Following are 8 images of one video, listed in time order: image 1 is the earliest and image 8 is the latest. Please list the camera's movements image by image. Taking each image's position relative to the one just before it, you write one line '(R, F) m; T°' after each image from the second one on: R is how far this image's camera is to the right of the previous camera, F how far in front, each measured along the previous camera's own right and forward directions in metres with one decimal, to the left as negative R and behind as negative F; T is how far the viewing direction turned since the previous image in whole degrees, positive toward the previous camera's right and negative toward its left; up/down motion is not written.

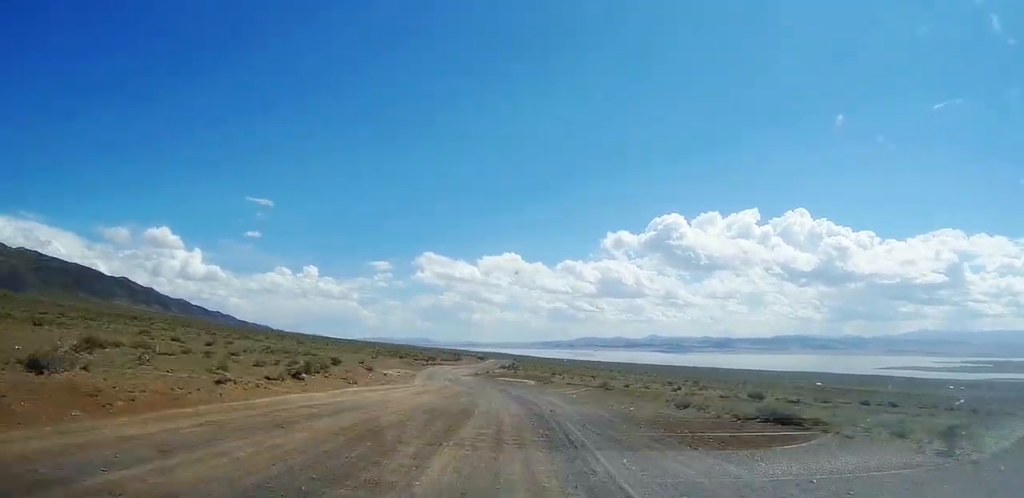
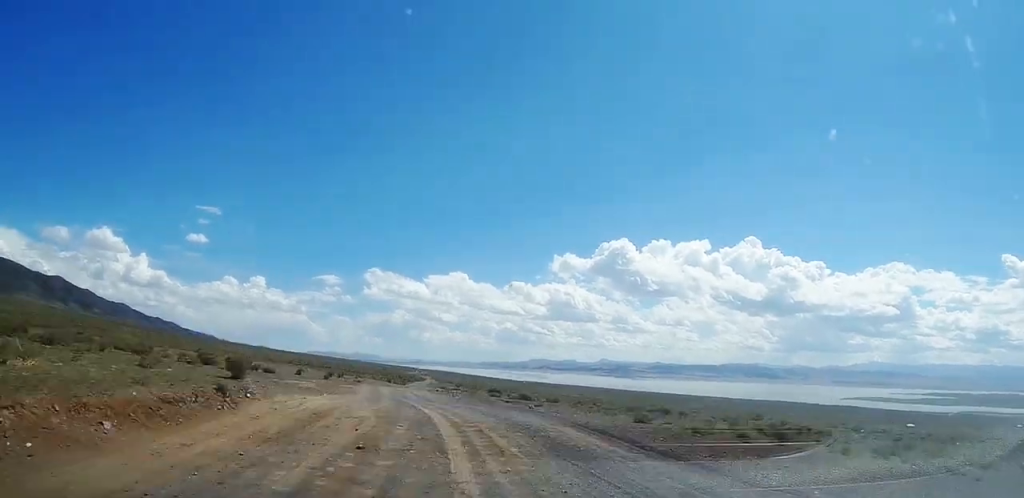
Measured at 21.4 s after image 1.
(+3.3, +215.5) m; 0°
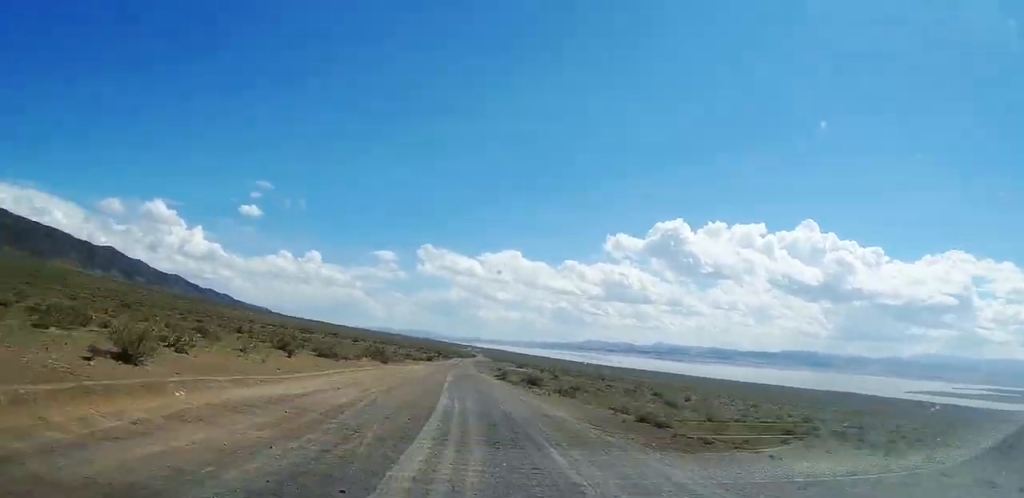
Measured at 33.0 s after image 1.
(-6.0, +123.2) m; -2°
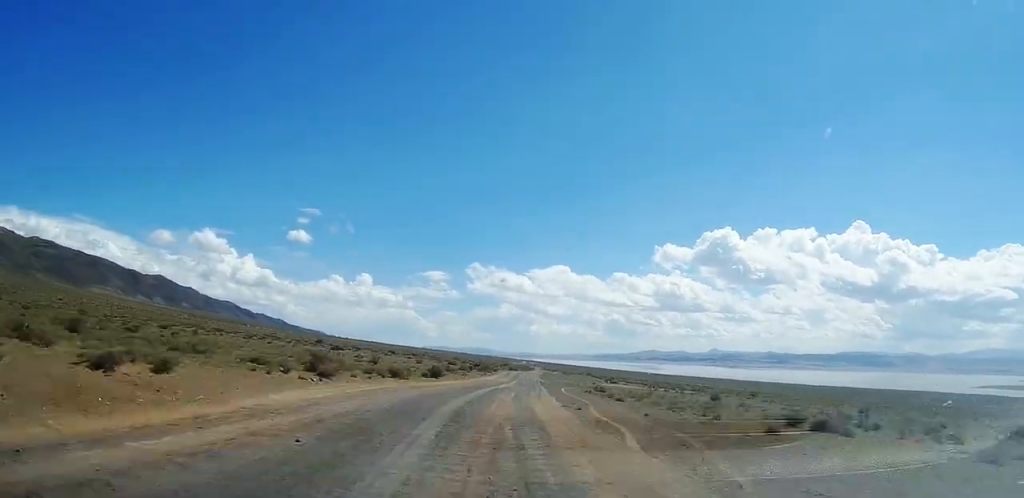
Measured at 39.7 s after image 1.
(-0.4, +73.2) m; +1°
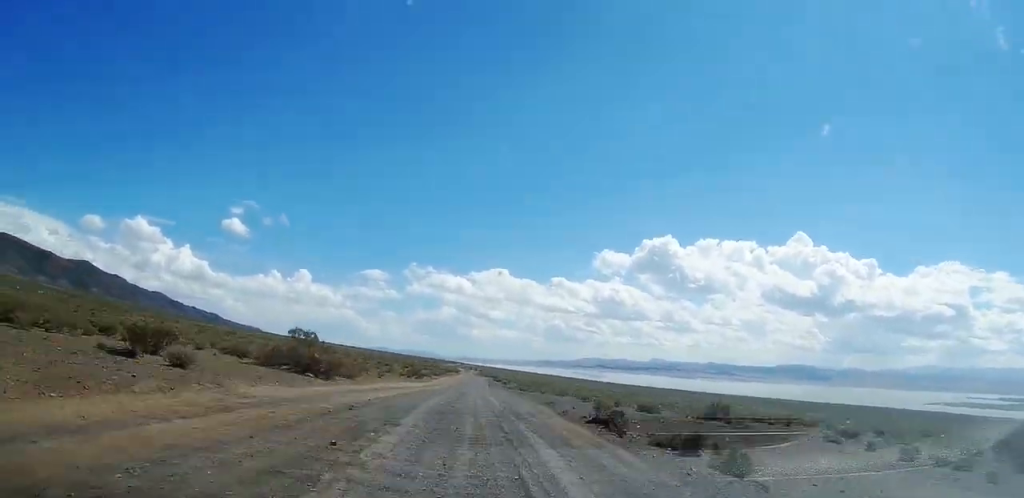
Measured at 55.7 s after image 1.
(+4.4, +181.9) m; +1°
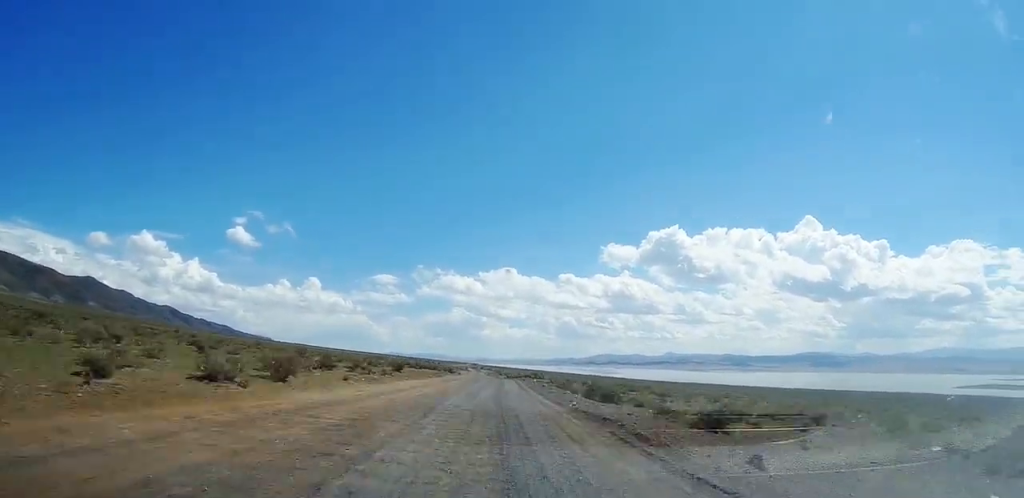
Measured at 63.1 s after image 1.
(-0.5, +83.6) m; -1°
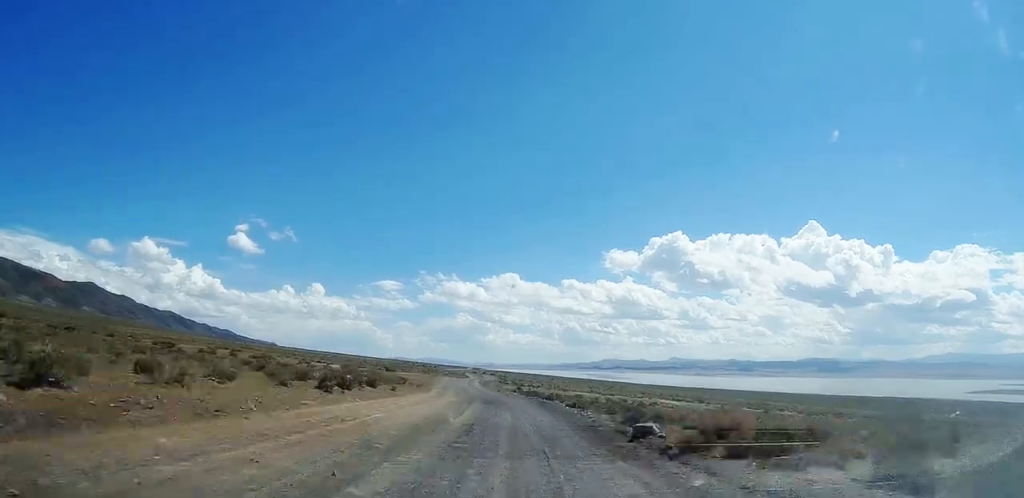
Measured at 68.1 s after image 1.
(0.0, +56.6) m; 0°
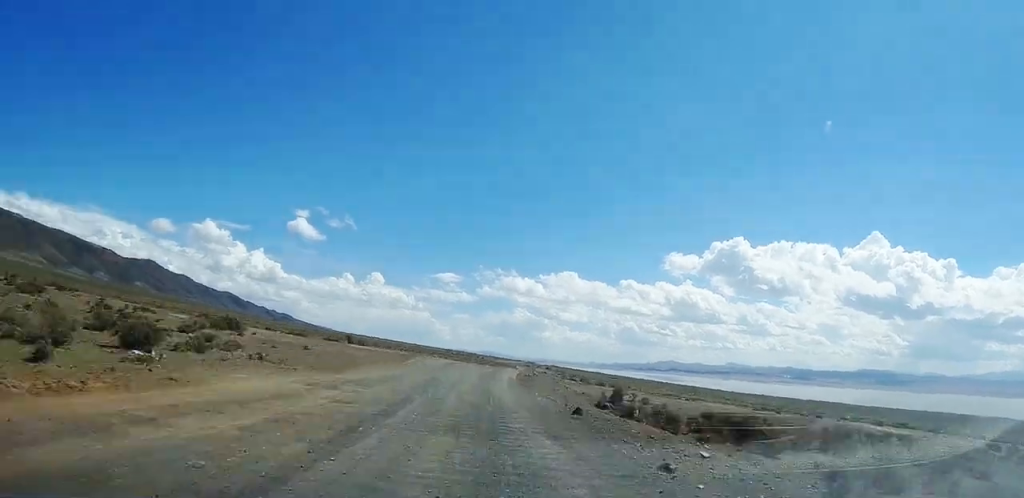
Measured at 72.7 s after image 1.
(-0.4, +51.7) m; 0°
